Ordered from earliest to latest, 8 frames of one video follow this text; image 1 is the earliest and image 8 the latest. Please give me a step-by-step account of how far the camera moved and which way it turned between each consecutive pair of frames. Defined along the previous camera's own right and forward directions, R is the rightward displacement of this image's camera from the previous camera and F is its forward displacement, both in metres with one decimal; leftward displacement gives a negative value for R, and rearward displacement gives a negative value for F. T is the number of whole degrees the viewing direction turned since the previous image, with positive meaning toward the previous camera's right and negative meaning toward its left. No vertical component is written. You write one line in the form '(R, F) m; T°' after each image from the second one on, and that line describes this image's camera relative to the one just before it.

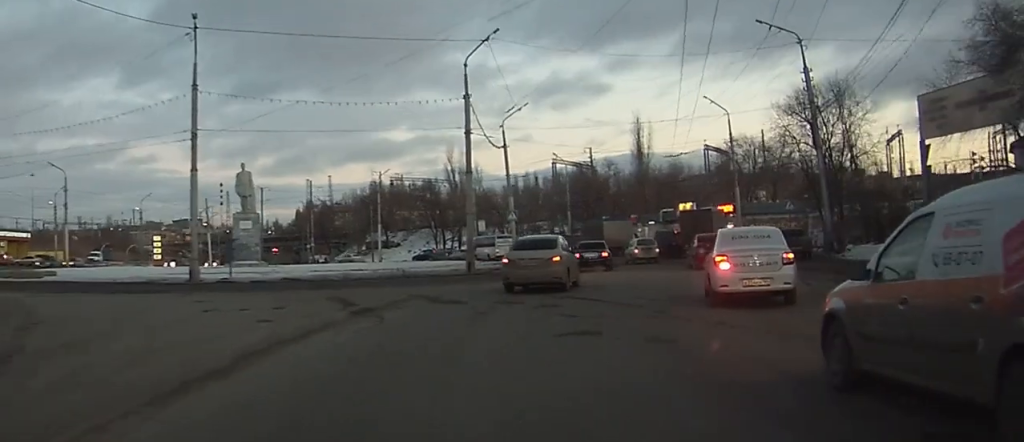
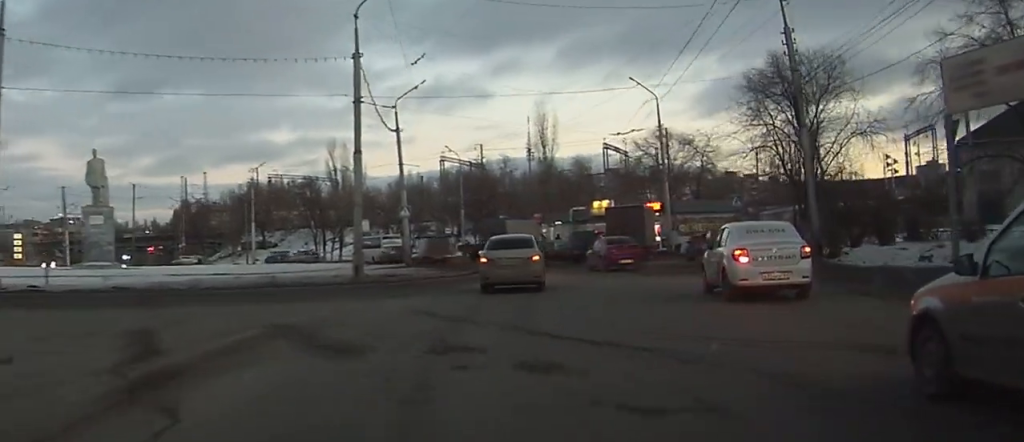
(+0.5, +9.2) m; +3°
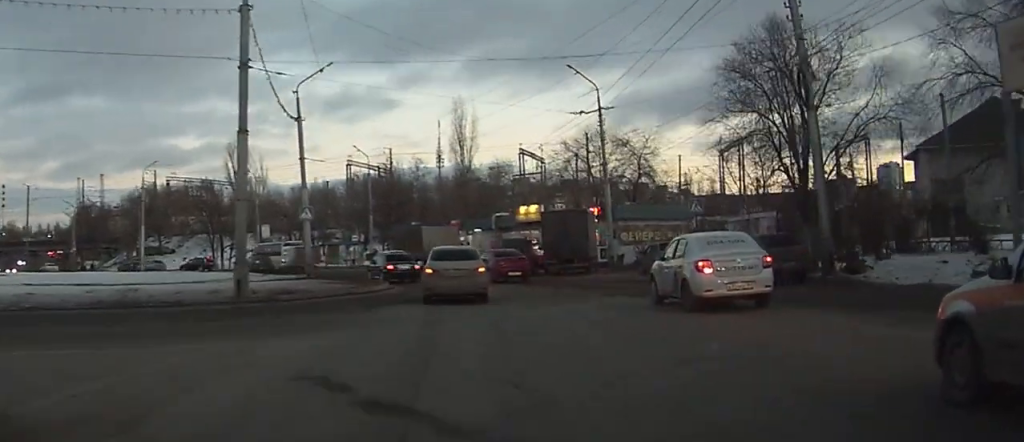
(+0.1, +7.5) m; +4°
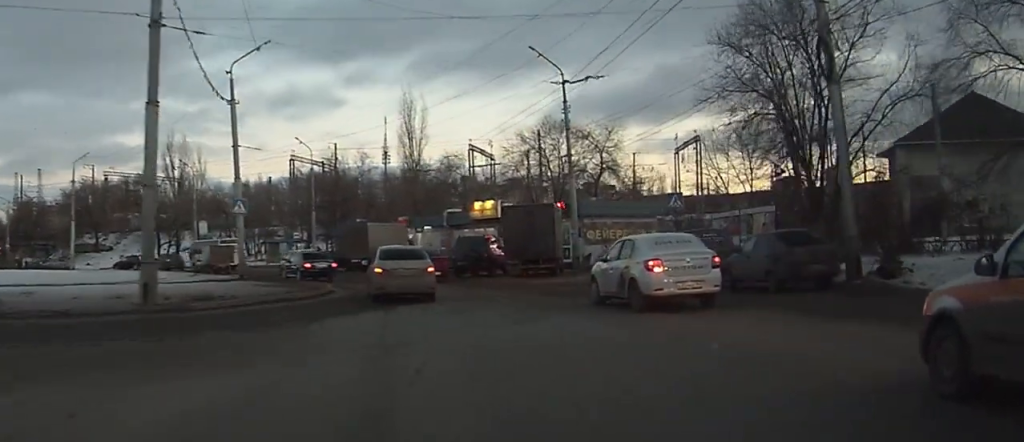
(0.0, +4.6) m; +3°
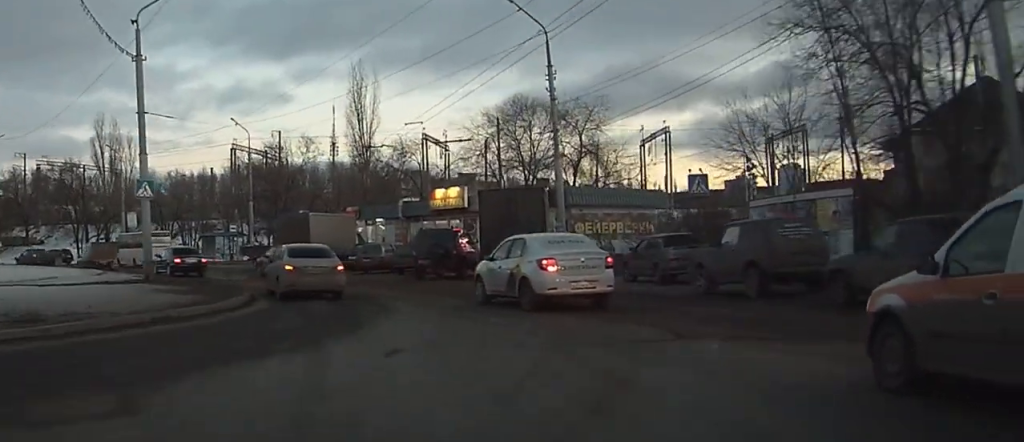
(+0.7, +8.5) m; +7°
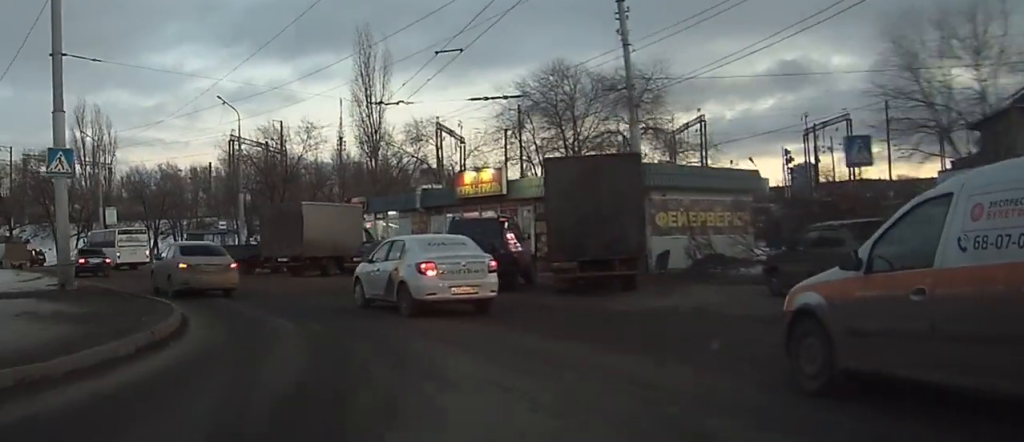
(+0.3, +9.7) m; +2°
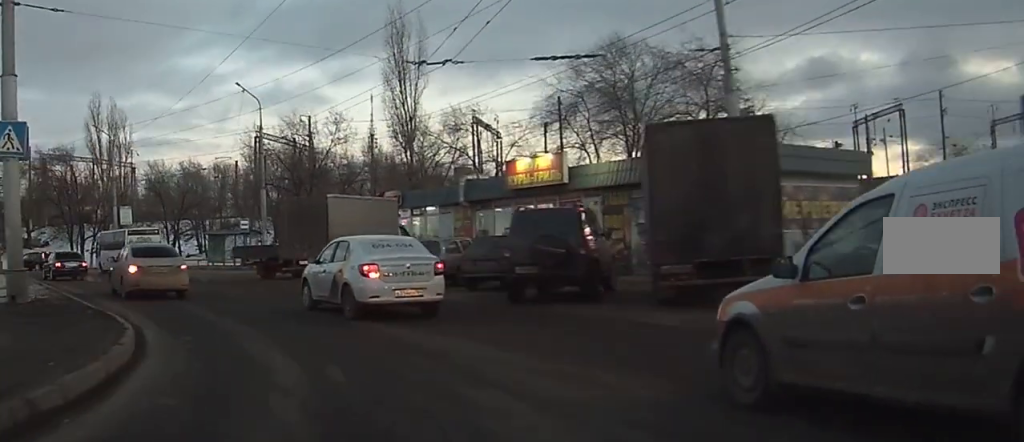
(+0.1, +5.2) m; -1°
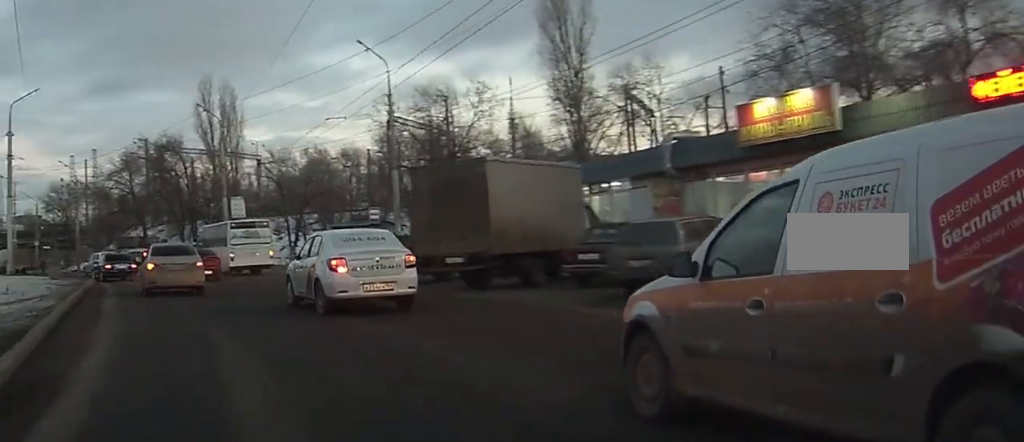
(-0.2, +9.9) m; -2°
